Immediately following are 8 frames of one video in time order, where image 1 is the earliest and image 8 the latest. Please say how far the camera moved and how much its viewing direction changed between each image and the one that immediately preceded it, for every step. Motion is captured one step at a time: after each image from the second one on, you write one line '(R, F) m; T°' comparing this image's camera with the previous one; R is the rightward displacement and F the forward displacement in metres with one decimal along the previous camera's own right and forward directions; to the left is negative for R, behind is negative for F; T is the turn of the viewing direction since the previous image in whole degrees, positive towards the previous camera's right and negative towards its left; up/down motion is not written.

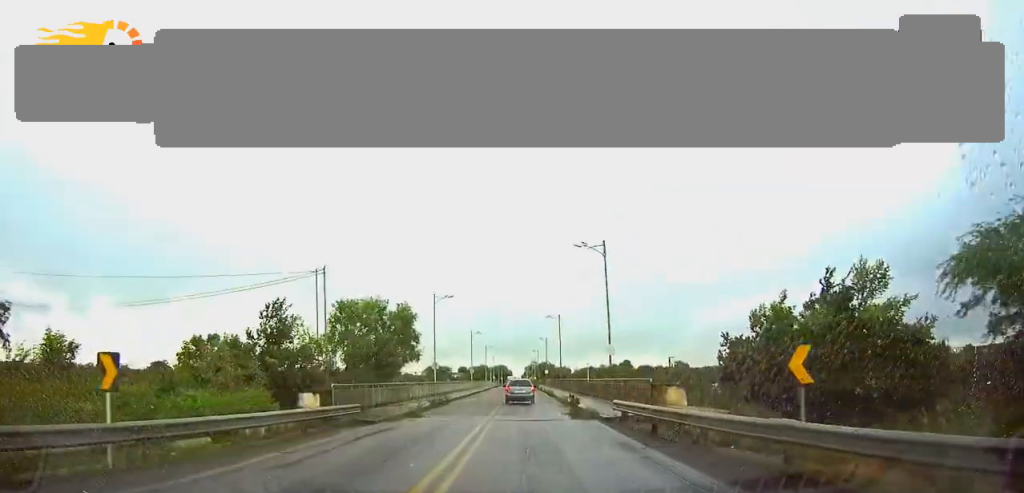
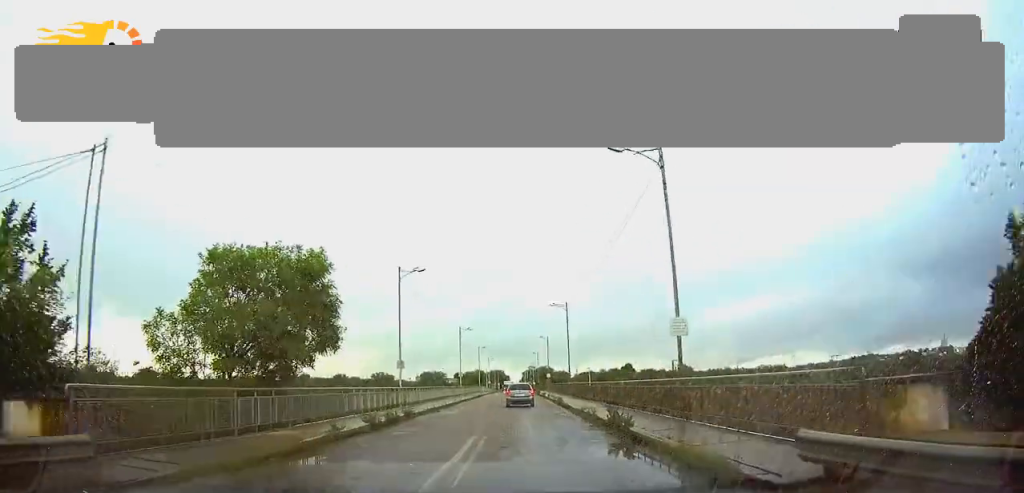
(0.0, +15.1) m; 0°
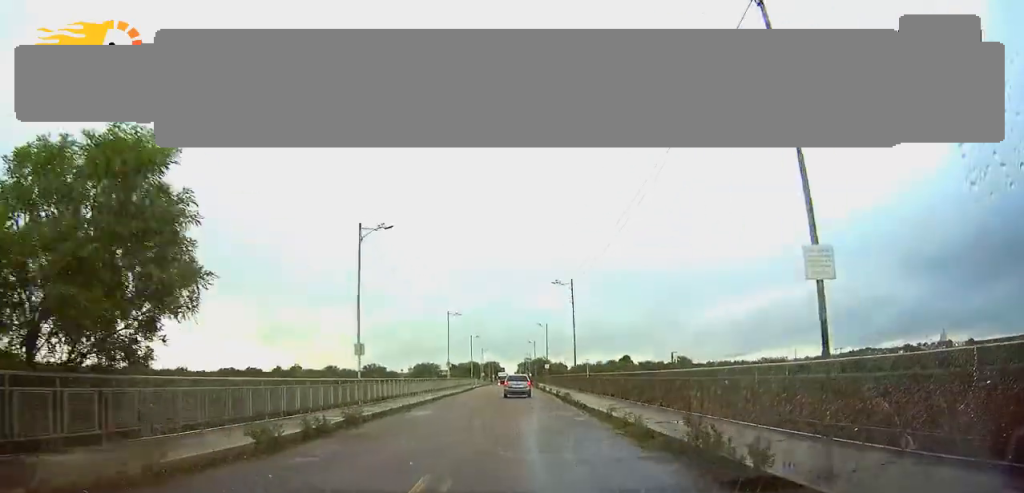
(0.0, +9.4) m; 0°
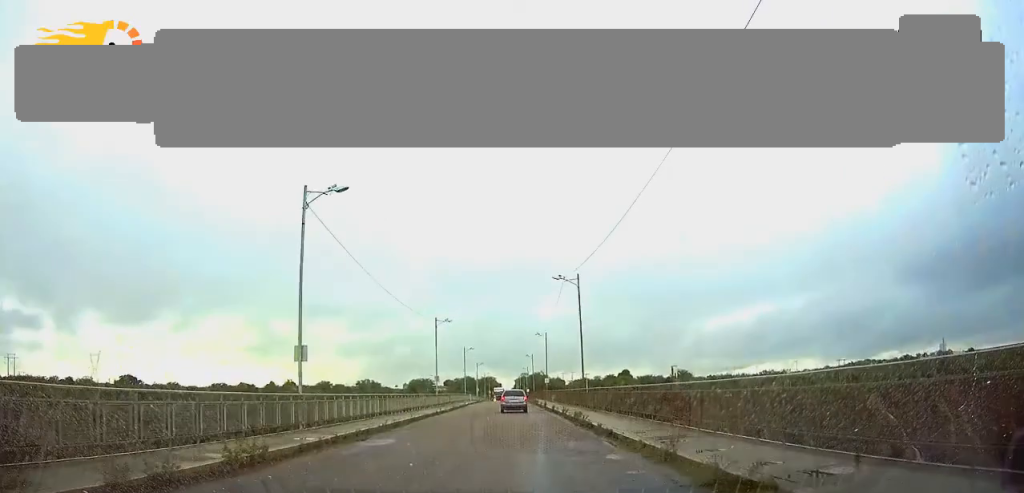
(0.0, +7.8) m; 0°
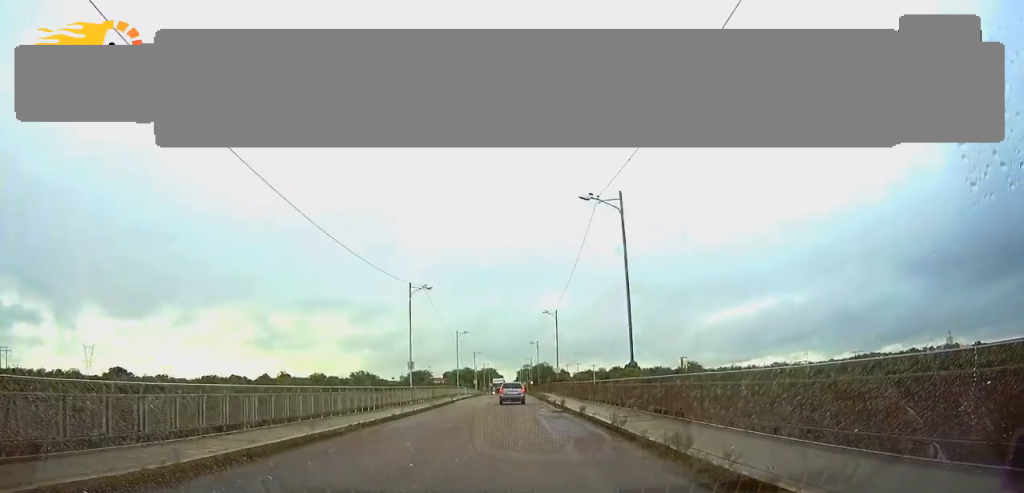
(0.0, +16.4) m; 0°
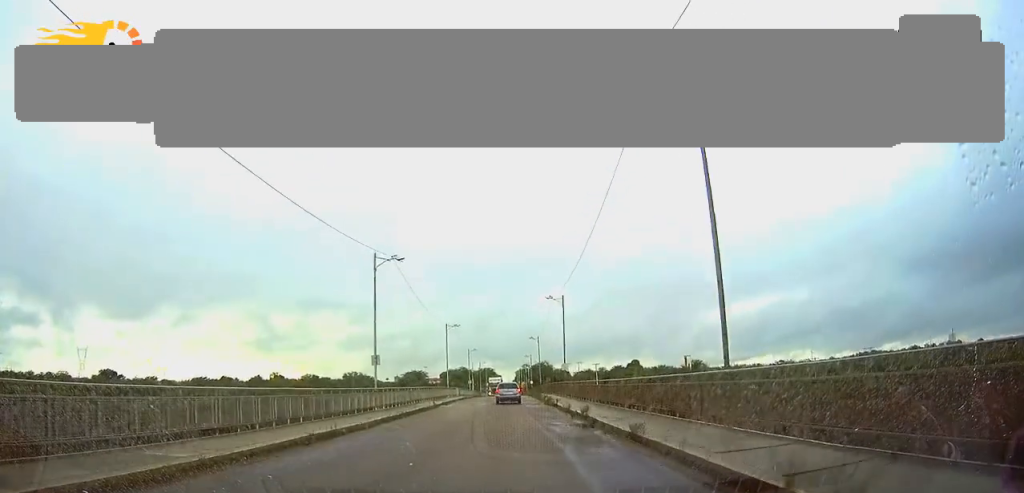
(0.0, +11.1) m; 0°
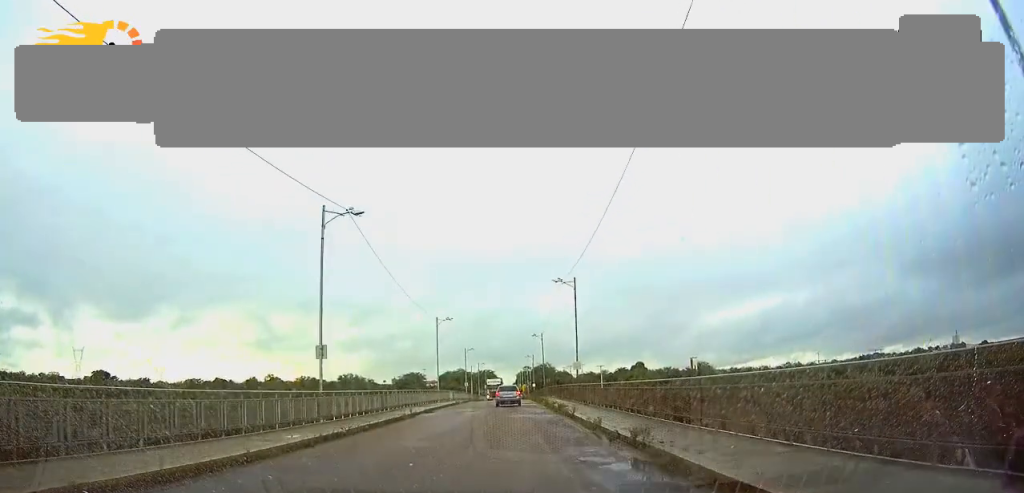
(0.0, +10.0) m; 0°
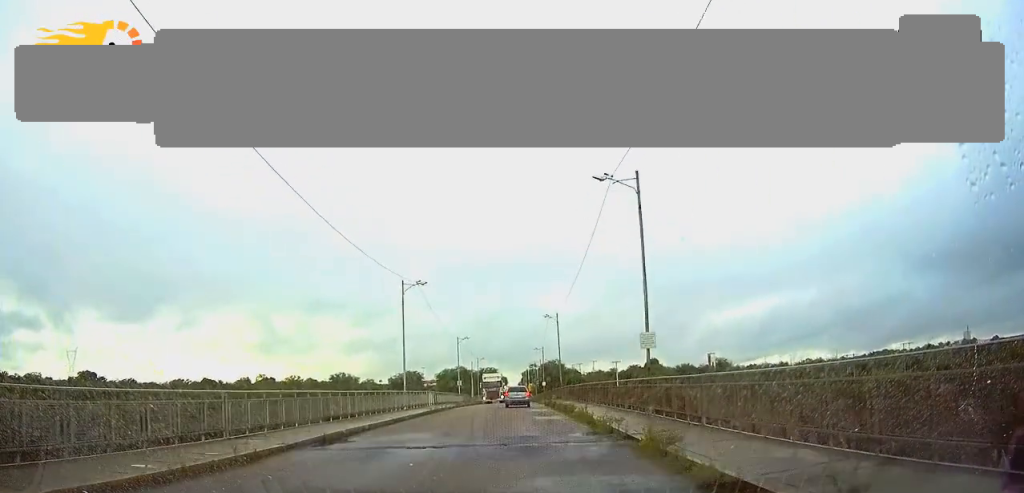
(+0.1, +21.9) m; 0°
